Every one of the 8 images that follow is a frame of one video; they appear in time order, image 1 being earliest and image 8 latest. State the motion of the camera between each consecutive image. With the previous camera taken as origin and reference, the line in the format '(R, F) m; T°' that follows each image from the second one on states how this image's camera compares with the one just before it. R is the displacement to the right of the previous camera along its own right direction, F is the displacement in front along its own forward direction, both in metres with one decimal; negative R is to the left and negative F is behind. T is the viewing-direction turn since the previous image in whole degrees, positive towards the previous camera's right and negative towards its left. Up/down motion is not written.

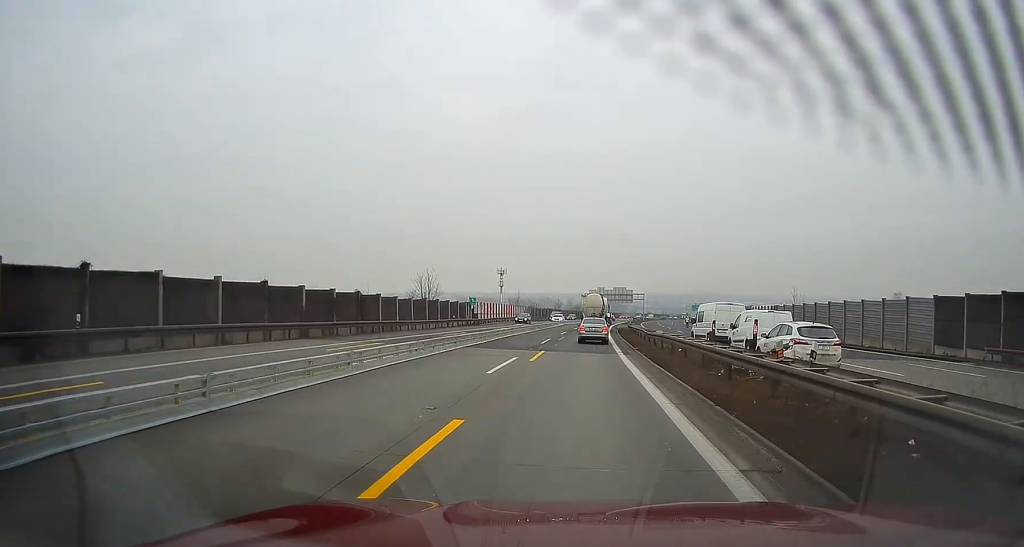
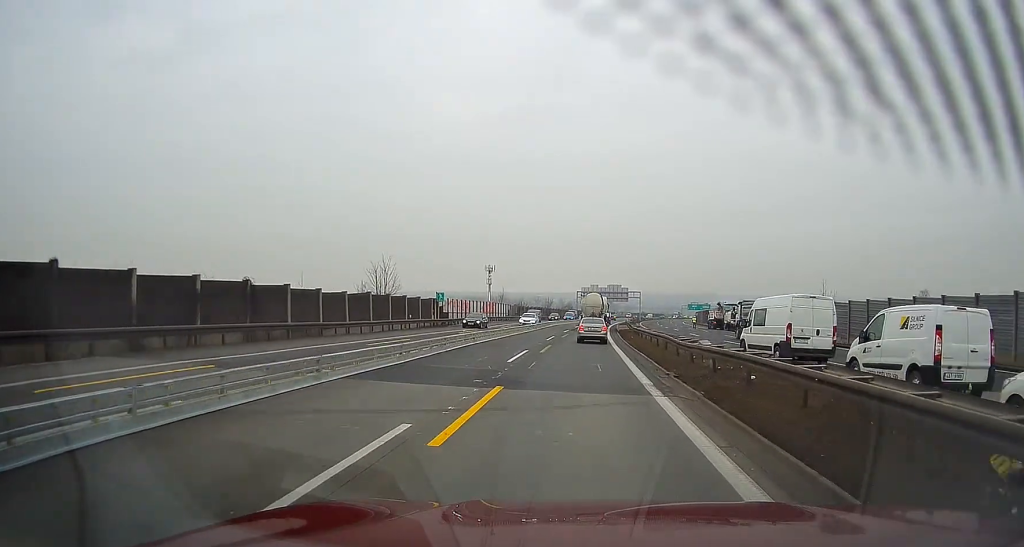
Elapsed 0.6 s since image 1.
(+0.1, +14.0) m; +1°
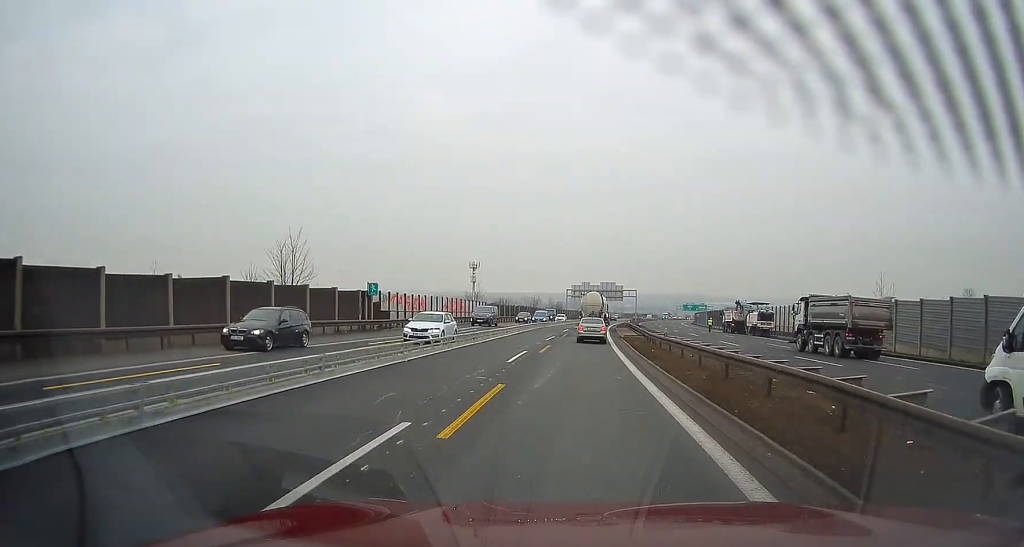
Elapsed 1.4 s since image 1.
(+0.1, +18.0) m; +1°
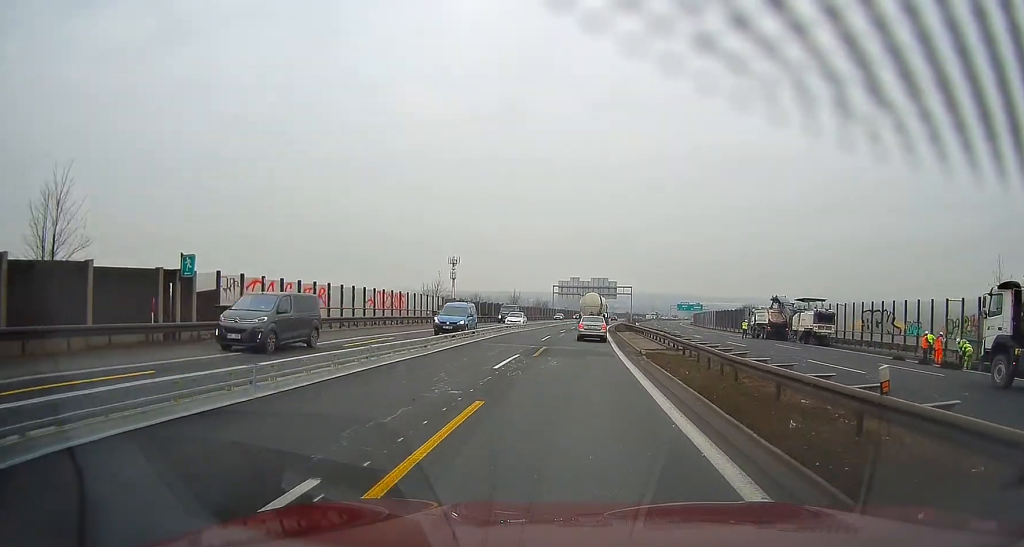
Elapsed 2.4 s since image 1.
(+0.2, +20.9) m; +1°
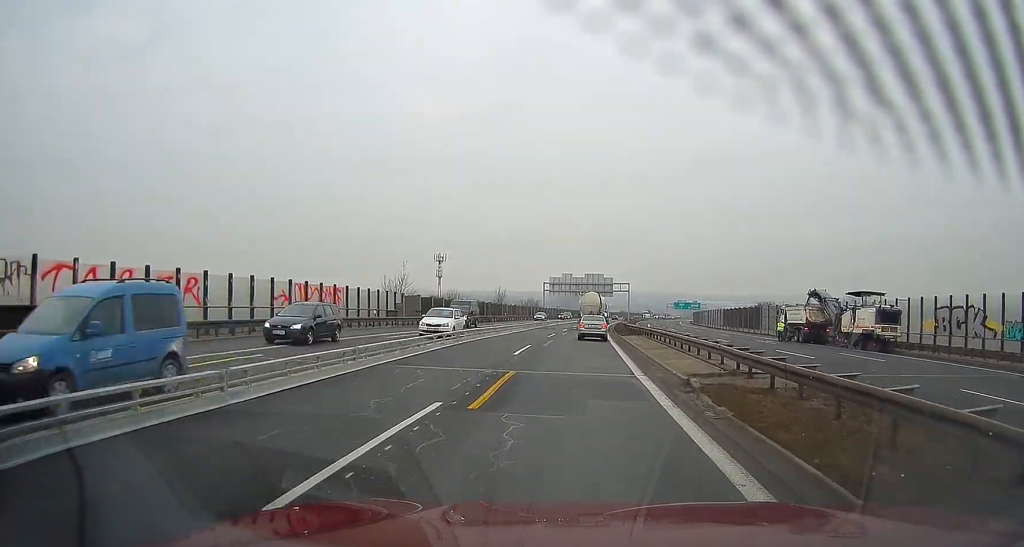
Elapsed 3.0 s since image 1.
(+0.1, +12.8) m; +1°
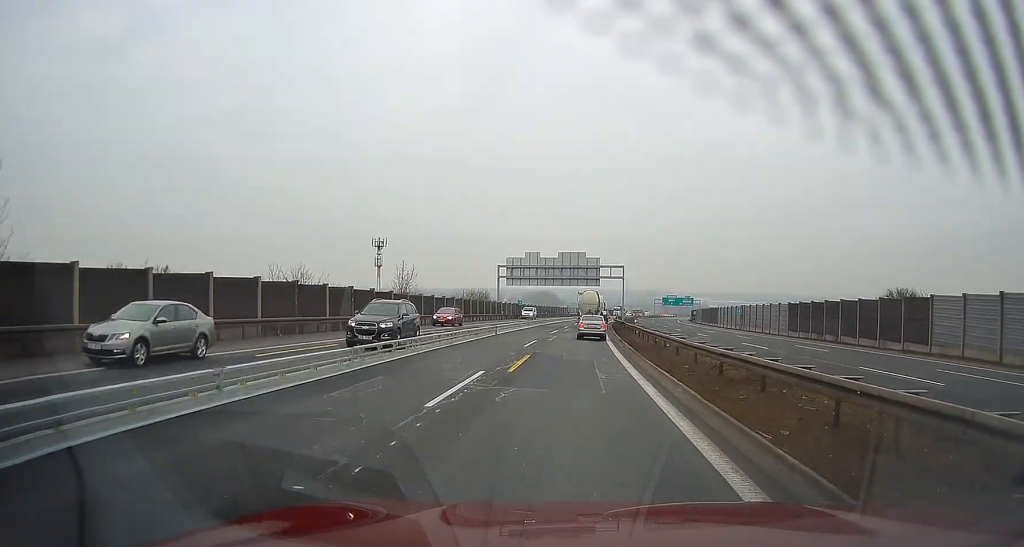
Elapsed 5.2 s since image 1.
(+0.8, +48.1) m; +2°
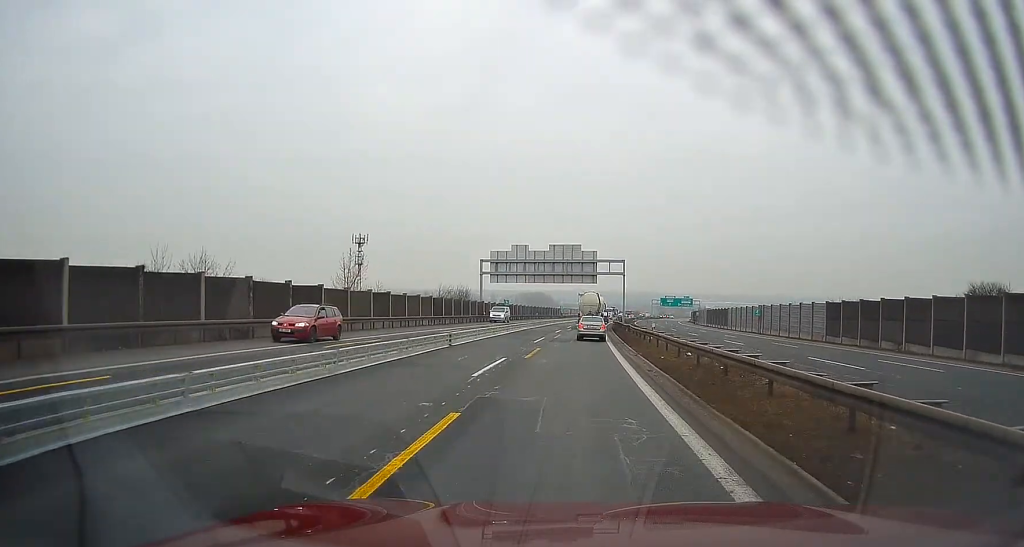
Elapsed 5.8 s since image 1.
(0.0, +13.0) m; +1°
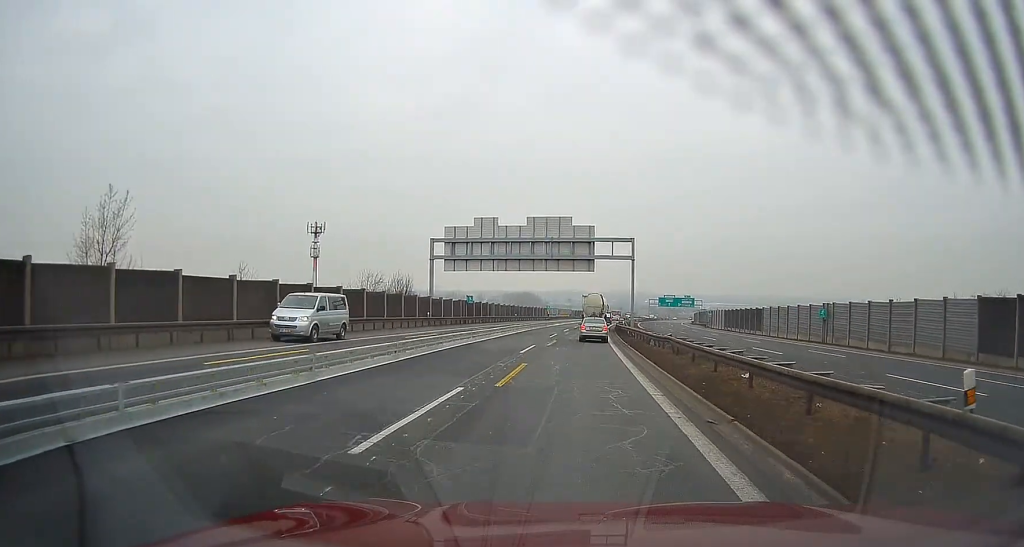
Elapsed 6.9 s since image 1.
(+0.4, +26.5) m; +1°
